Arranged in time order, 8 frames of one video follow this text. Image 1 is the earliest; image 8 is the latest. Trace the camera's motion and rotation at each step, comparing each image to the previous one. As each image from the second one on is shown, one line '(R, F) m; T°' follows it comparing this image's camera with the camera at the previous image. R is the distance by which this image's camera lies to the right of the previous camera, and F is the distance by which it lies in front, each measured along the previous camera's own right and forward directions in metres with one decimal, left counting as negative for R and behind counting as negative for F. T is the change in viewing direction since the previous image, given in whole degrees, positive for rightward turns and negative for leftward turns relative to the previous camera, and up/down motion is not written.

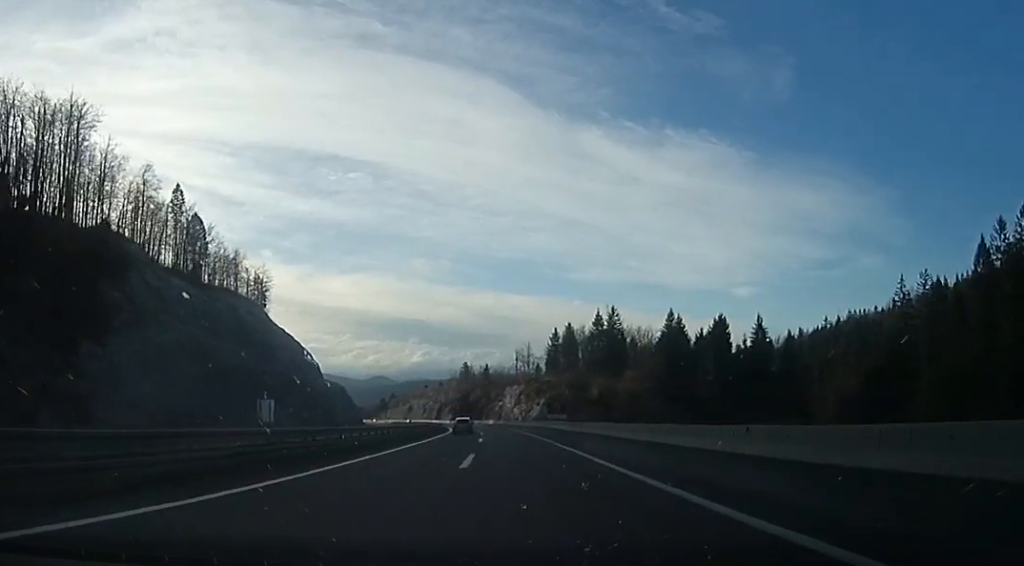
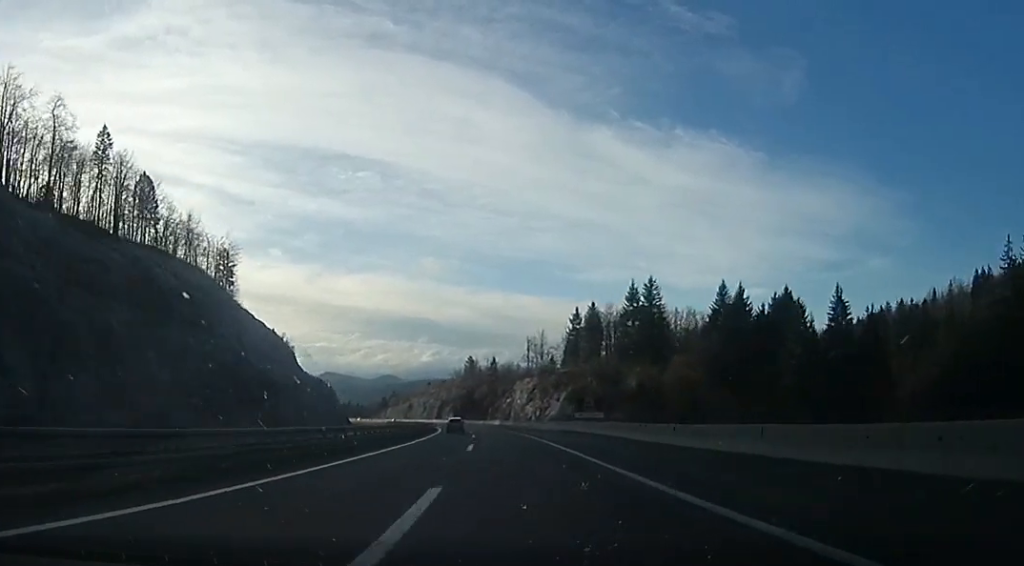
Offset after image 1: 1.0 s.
(-0.6, +29.7) m; 0°
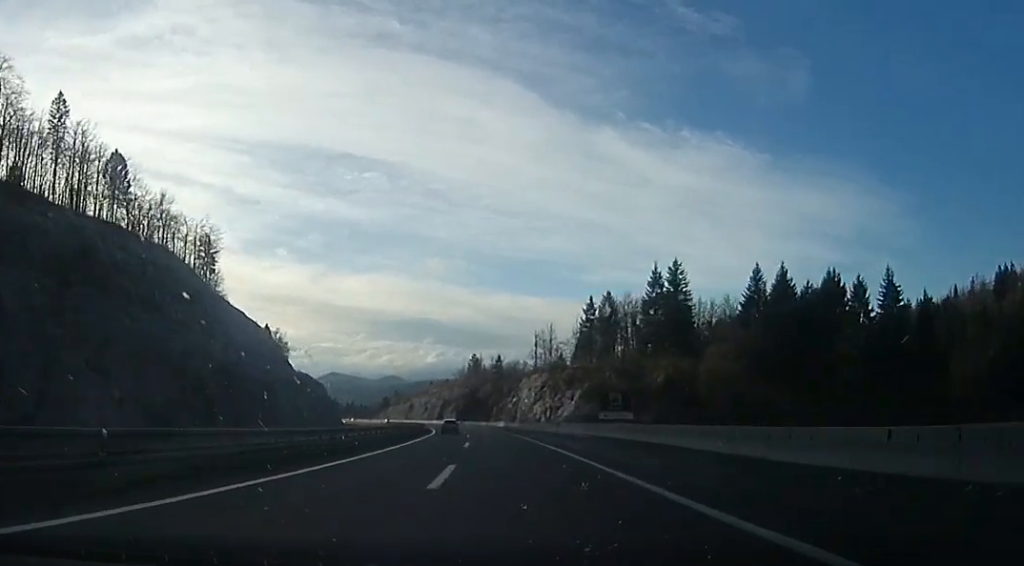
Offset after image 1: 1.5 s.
(+0.7, +13.6) m; 0°
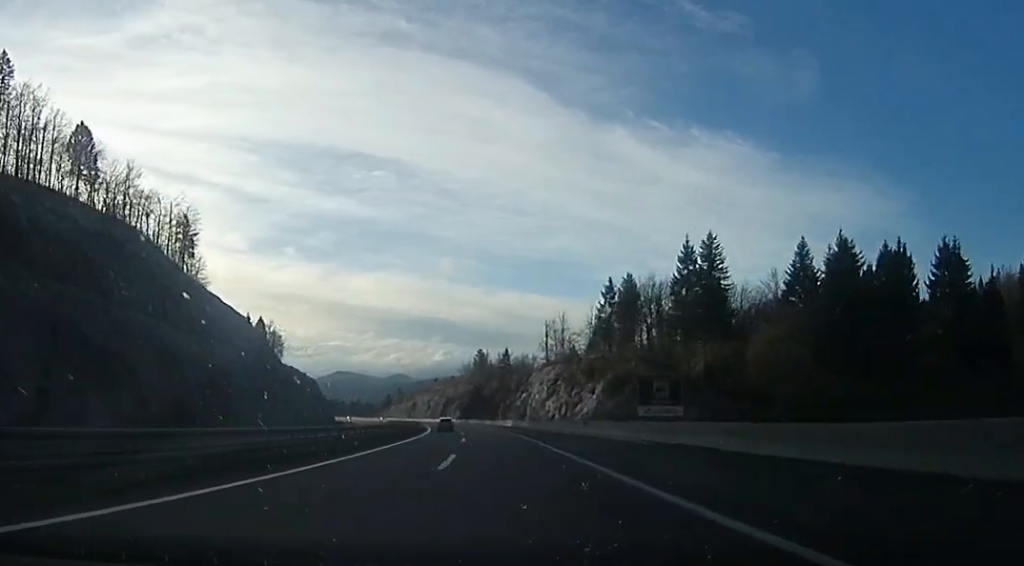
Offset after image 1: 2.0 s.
(0.0, +14.1) m; -1°
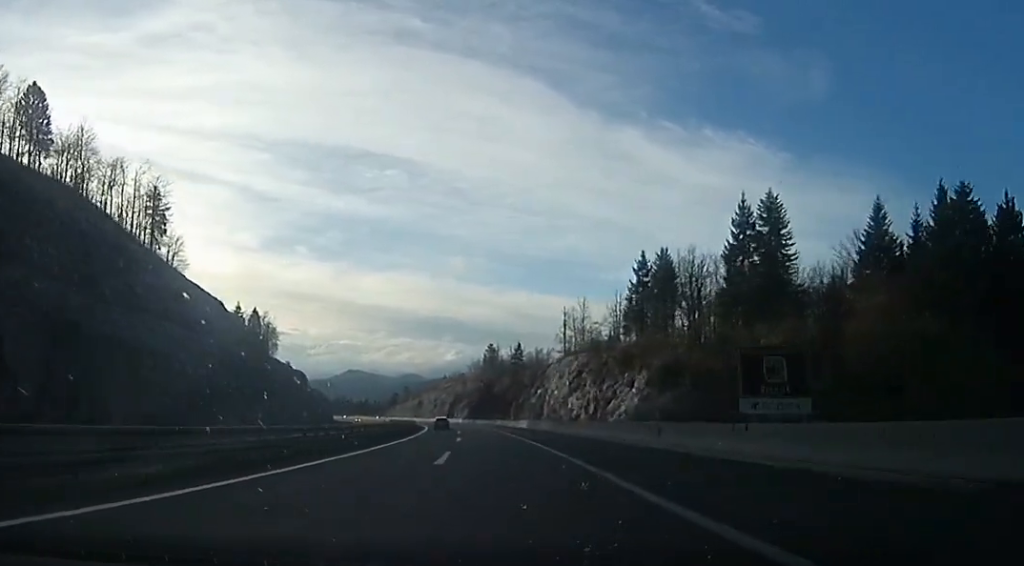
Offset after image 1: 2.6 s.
(-0.6, +17.0) m; -2°
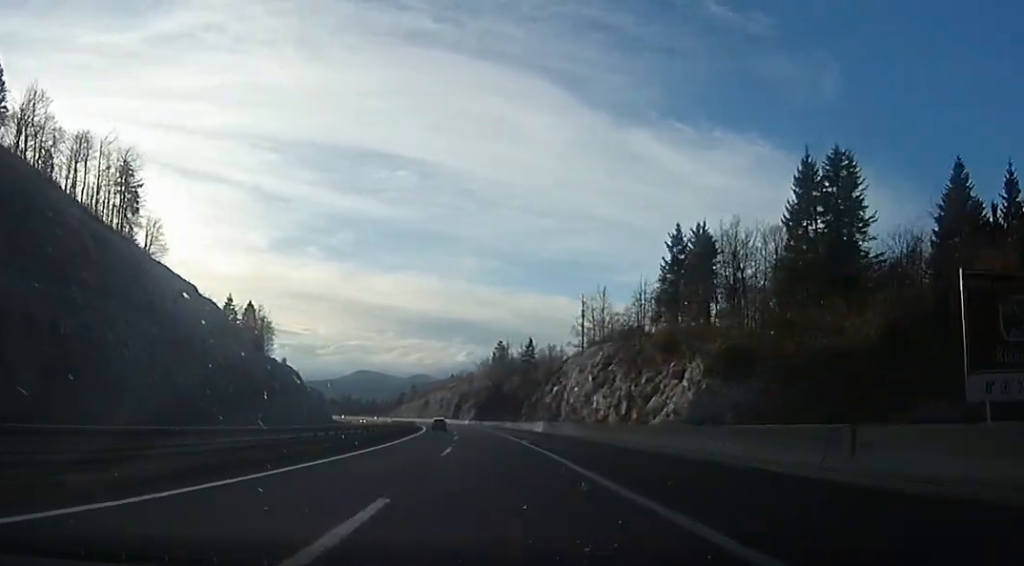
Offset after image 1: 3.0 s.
(-0.1, +13.6) m; -1°
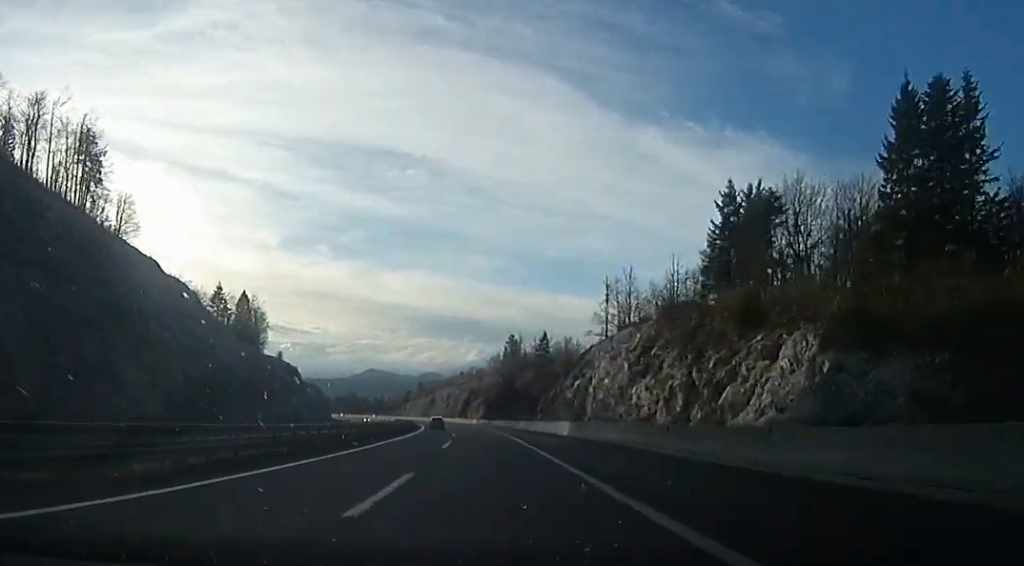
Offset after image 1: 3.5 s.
(+0.2, +14.6) m; -2°
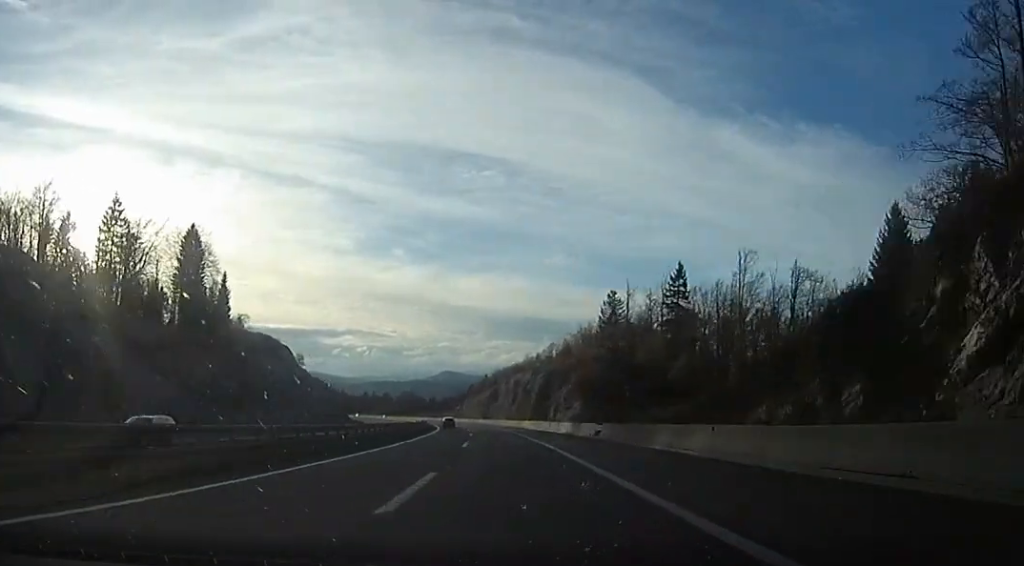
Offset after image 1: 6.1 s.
(-2.7, +75.6) m; -5°
